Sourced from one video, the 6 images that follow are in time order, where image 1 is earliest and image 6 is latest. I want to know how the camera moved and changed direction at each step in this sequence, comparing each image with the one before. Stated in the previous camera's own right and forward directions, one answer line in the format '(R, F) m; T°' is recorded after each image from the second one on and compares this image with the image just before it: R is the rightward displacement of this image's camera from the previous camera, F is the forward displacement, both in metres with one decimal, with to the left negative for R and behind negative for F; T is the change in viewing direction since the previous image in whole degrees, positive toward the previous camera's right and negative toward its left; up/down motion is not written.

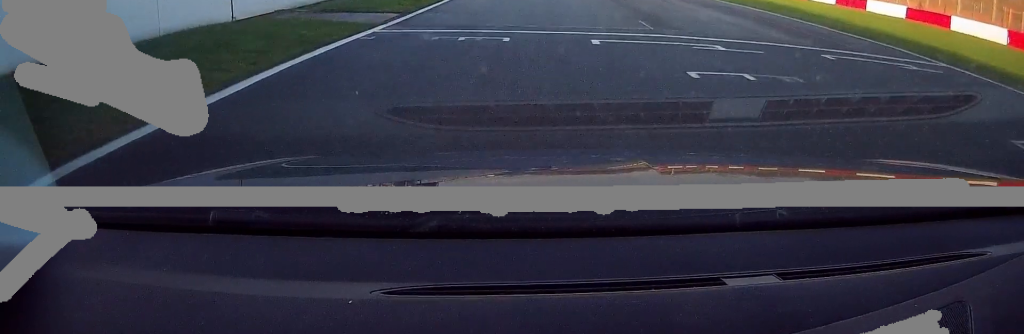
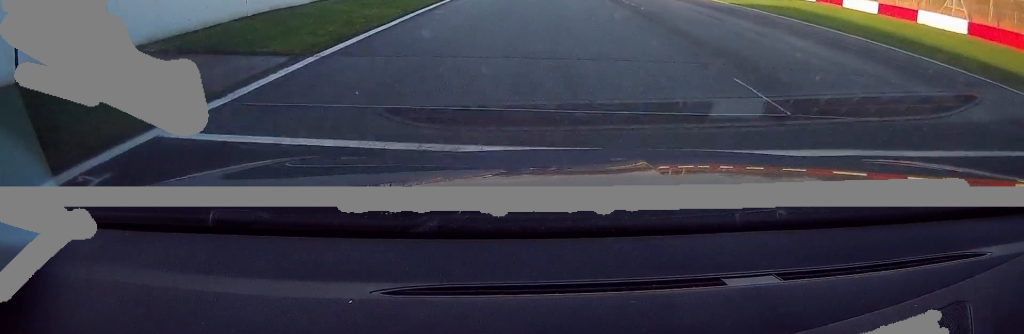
(-0.3, +7.5) m; 0°
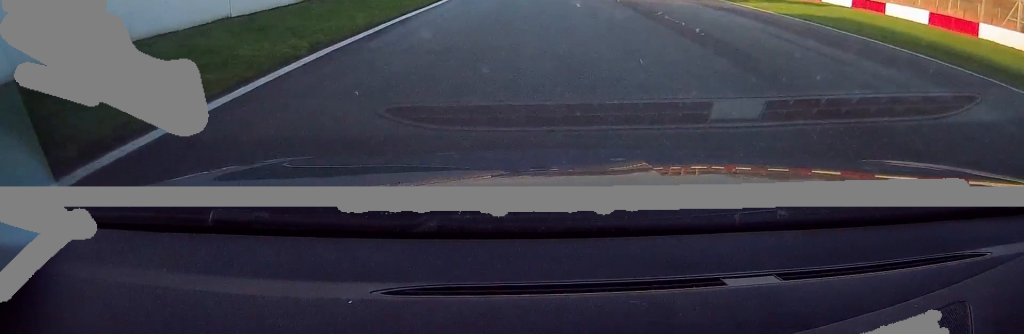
(+0.4, +7.0) m; +2°
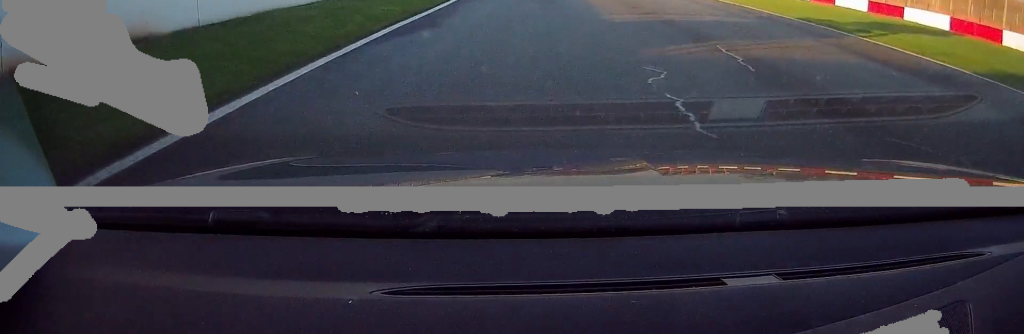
(+0.1, +13.9) m; -2°
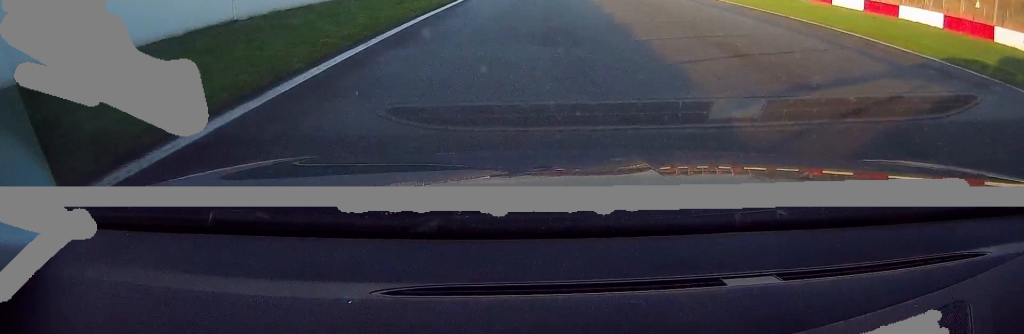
(-0.4, +10.6) m; 0°
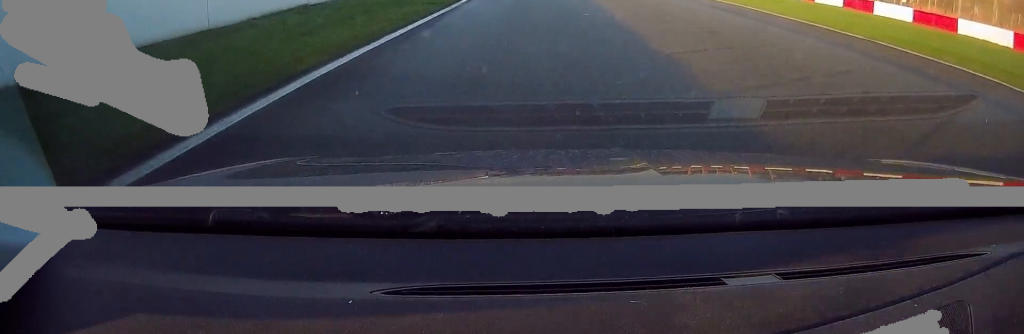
(+0.4, +7.5) m; 0°
